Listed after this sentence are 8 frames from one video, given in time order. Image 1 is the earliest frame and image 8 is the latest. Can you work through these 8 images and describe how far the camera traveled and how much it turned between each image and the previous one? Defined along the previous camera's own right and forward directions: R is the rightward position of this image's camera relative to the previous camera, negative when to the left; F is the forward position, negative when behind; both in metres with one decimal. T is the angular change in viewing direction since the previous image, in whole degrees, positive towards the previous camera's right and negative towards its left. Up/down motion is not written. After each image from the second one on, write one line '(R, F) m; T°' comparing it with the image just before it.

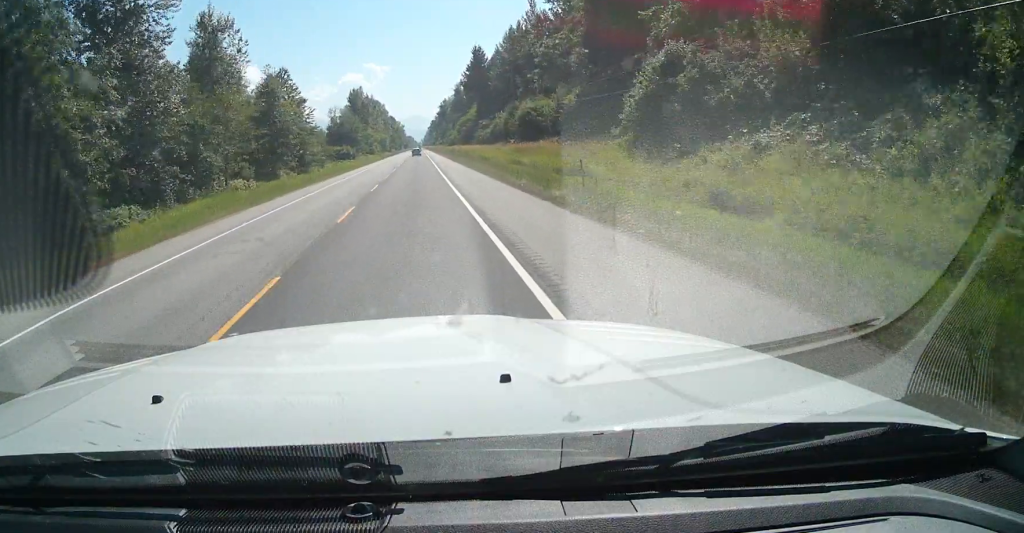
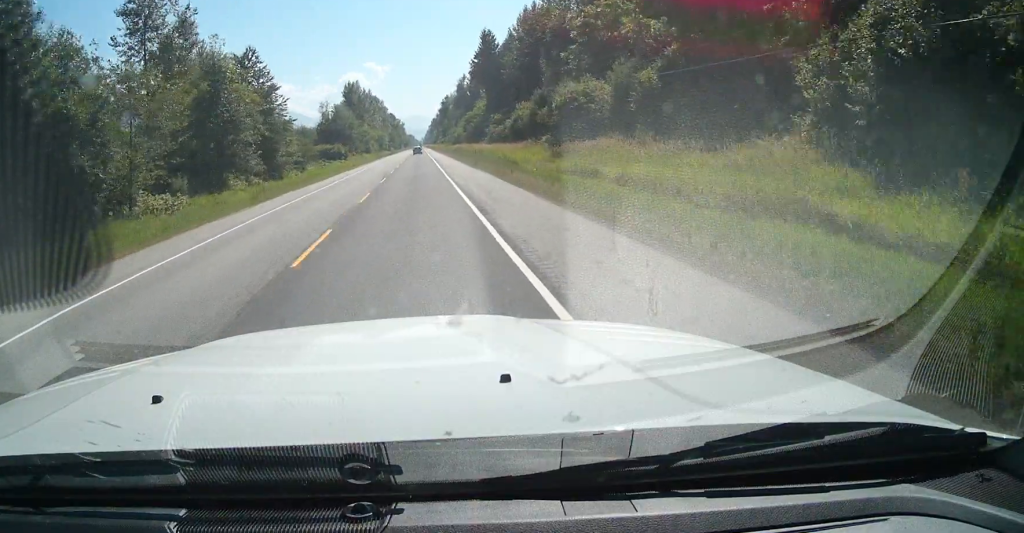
(0.0, +20.2) m; 0°
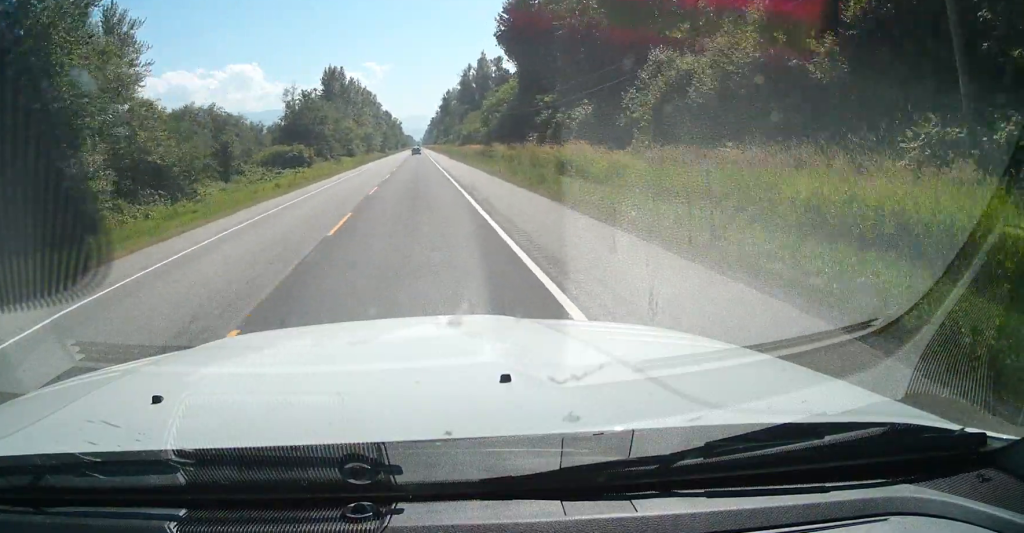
(+0.2, +48.4) m; +1°
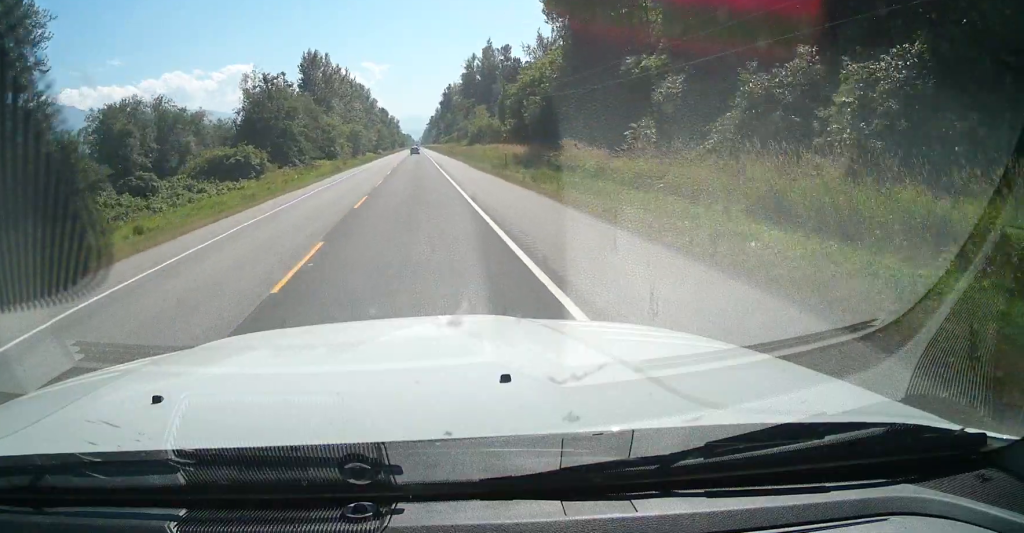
(+0.2, +32.1) m; 0°
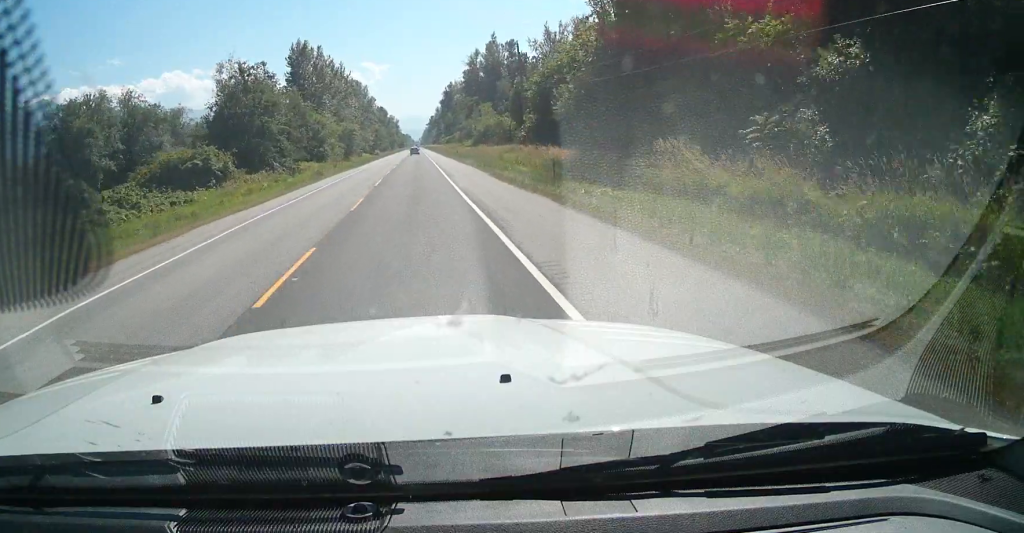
(-0.1, +14.0) m; 0°
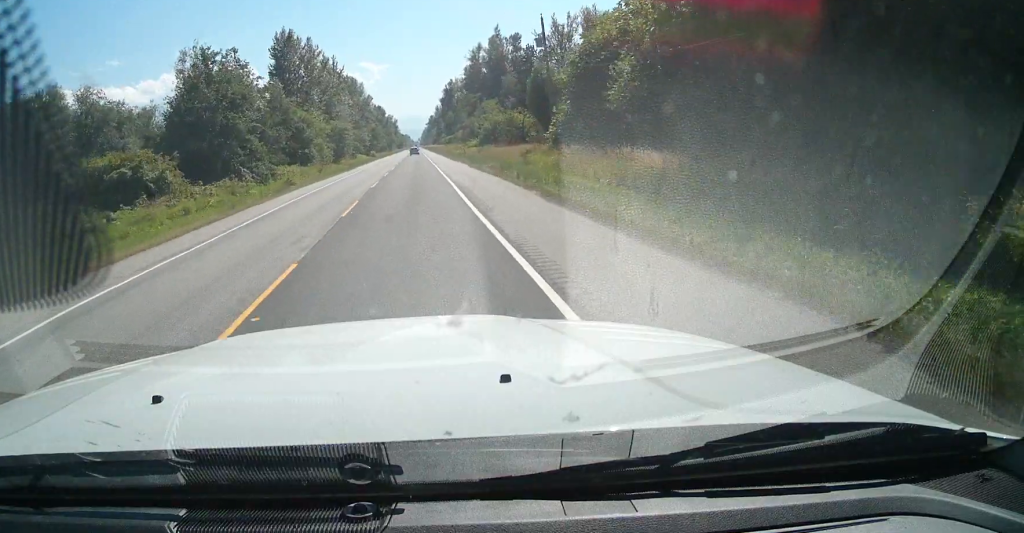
(-0.1, +15.0) m; 0°
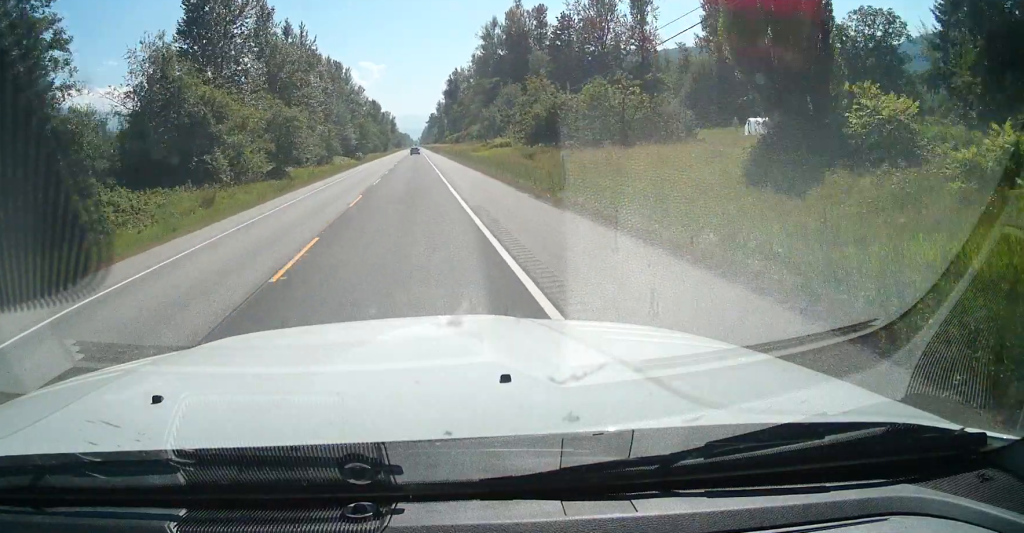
(+0.1, +48.8) m; 0°
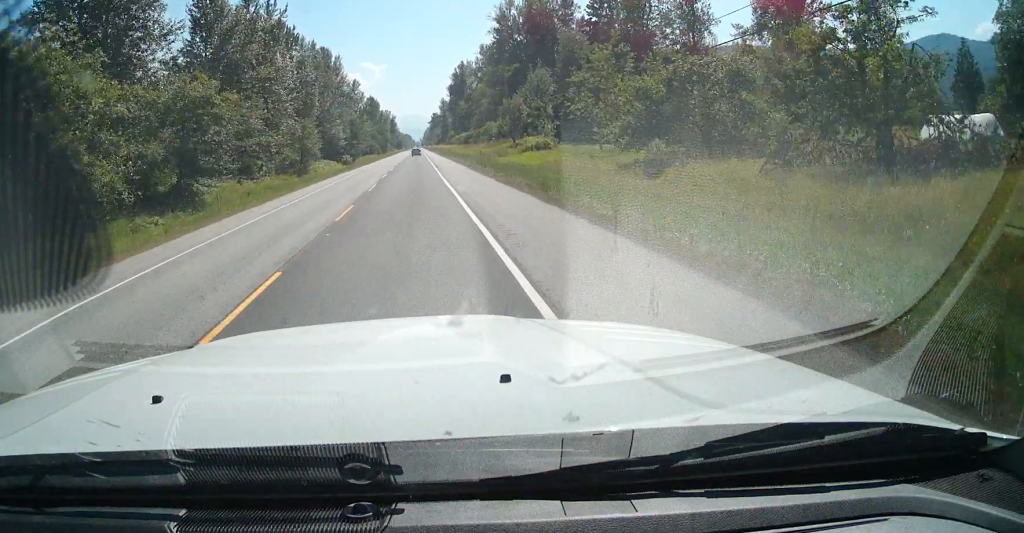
(0.0, +30.8) m; 0°
